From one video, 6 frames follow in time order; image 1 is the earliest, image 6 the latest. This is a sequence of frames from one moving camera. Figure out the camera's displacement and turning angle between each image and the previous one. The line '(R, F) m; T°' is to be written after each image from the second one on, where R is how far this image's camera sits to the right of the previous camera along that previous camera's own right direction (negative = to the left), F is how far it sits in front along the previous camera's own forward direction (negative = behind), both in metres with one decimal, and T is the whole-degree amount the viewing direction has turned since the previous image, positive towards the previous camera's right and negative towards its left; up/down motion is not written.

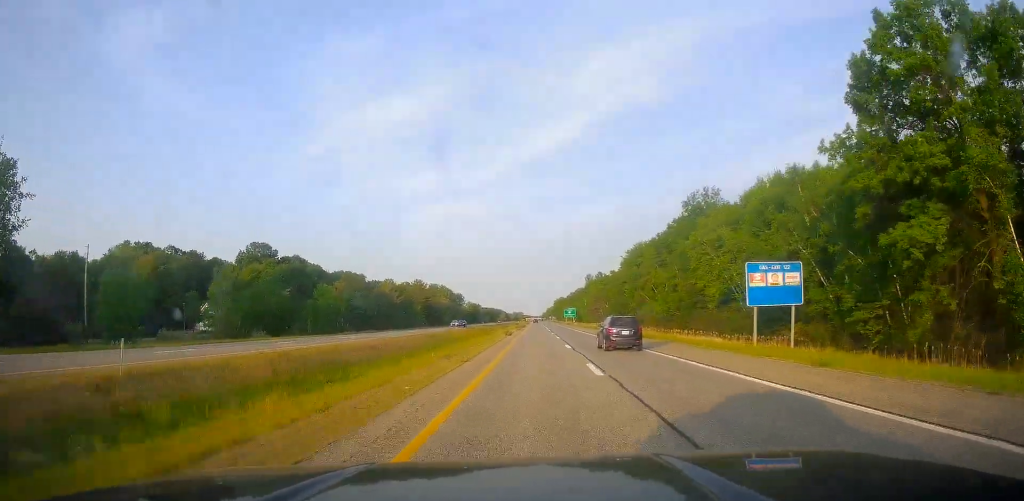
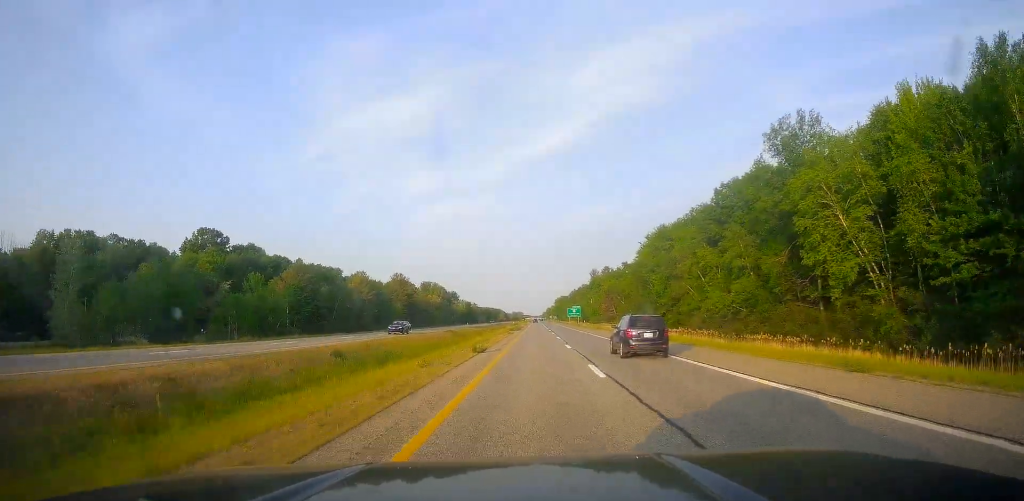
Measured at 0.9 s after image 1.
(0.0, +31.1) m; 0°
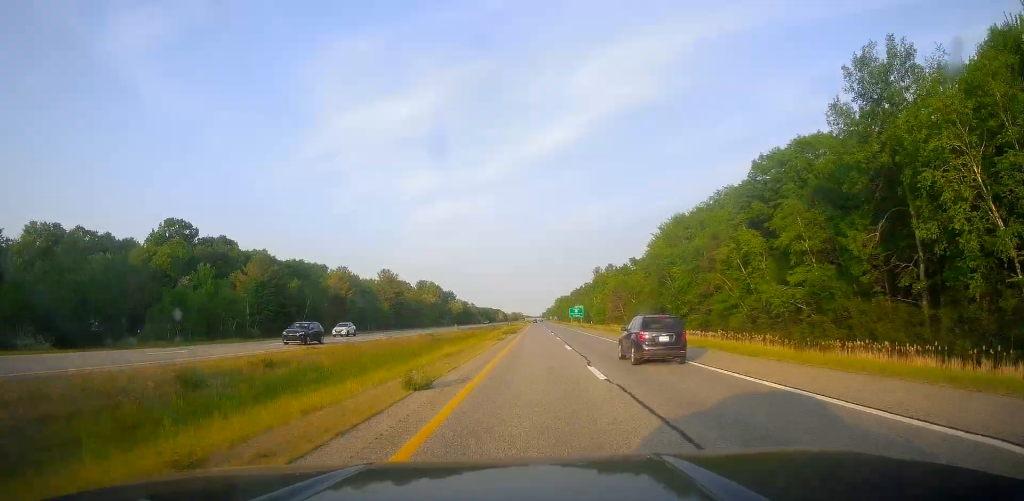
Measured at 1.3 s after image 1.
(0.0, +15.5) m; 0°
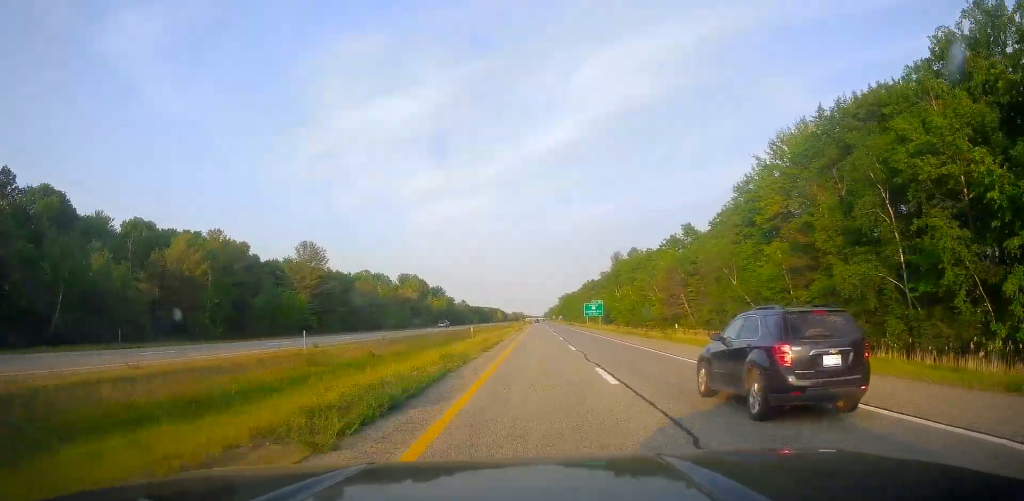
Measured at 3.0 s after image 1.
(+0.7, +62.2) m; 0°
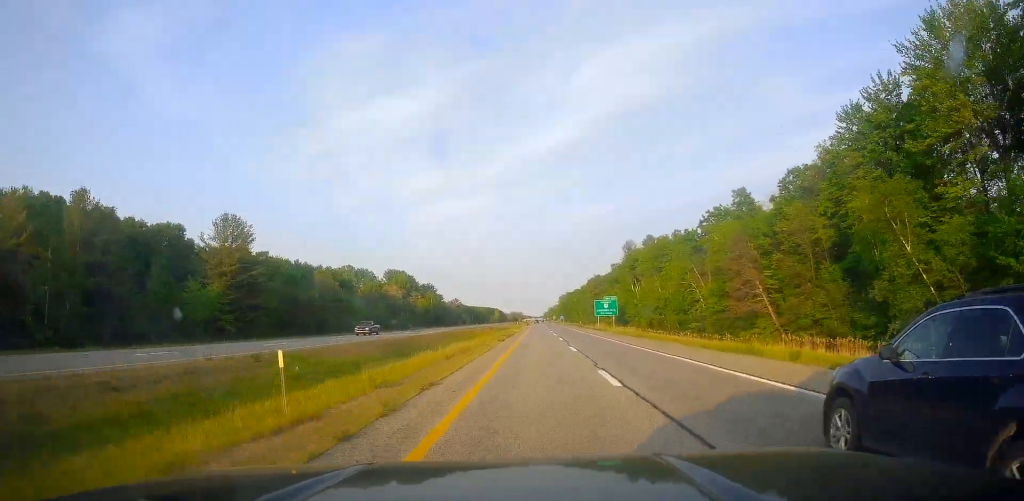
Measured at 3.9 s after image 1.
(-0.4, +31.2) m; -1°
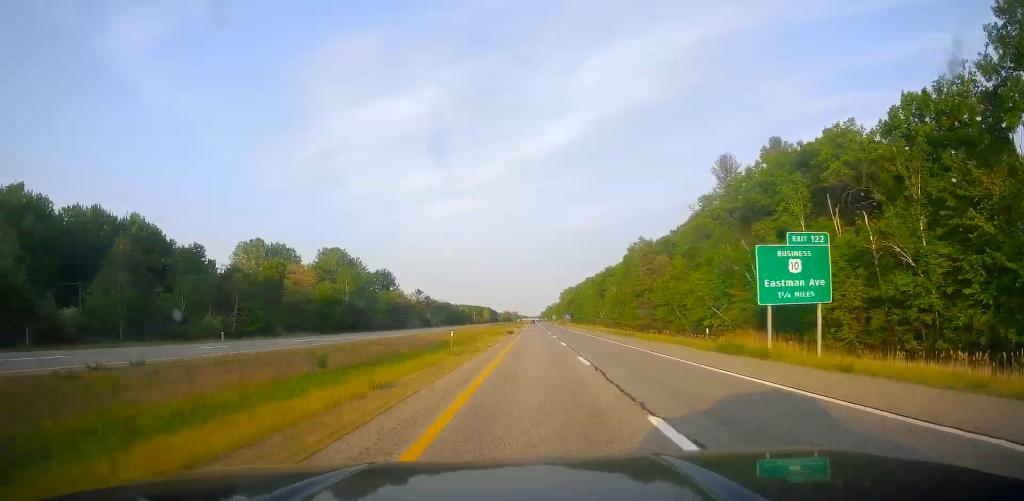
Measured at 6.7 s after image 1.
(0.0, +100.3) m; +1°
